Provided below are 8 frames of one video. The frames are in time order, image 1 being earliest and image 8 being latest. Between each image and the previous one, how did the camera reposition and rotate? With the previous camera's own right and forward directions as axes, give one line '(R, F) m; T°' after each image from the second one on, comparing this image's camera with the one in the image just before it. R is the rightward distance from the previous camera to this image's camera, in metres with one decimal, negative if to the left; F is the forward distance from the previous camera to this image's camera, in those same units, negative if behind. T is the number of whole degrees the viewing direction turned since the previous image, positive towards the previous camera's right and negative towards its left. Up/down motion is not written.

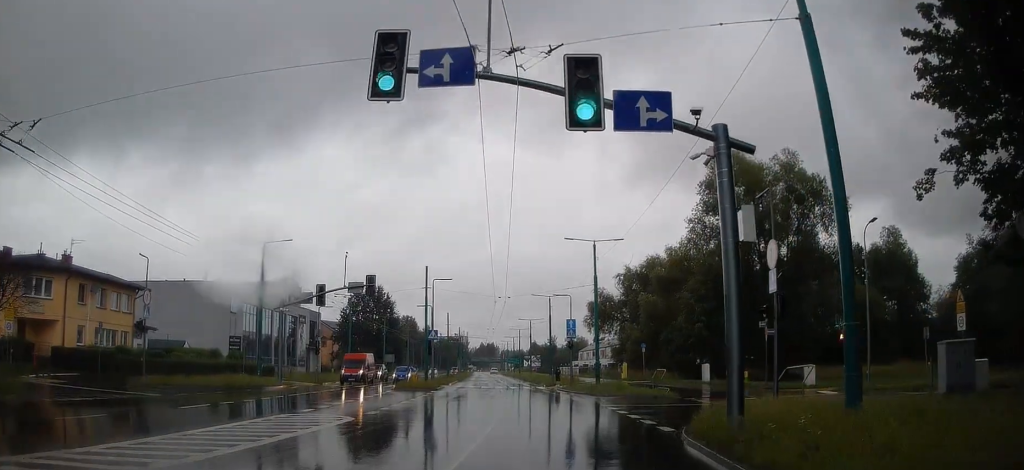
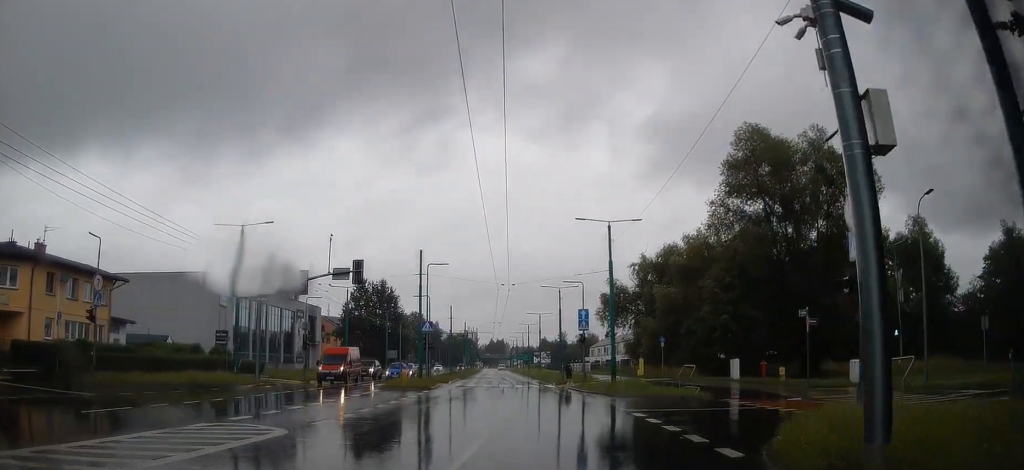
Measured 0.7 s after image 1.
(+0.2, +5.4) m; +1°
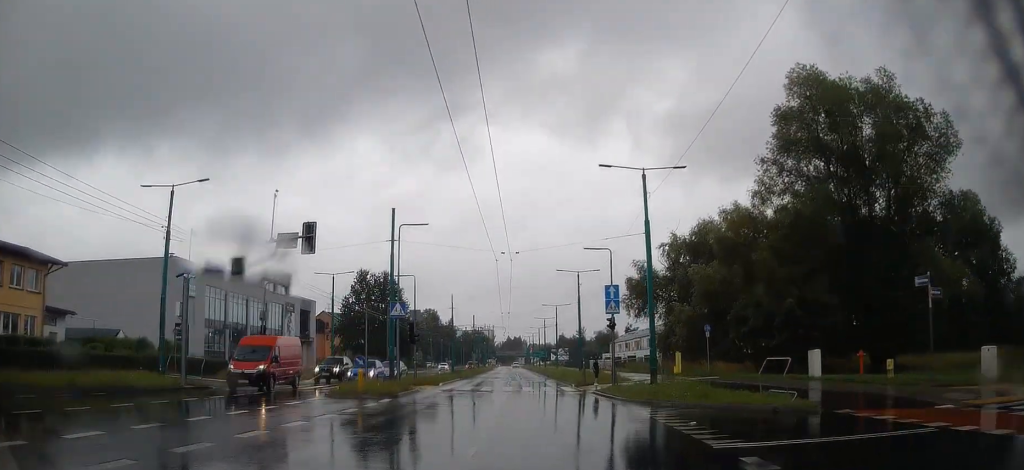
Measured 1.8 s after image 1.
(-0.1, +10.4) m; -1°
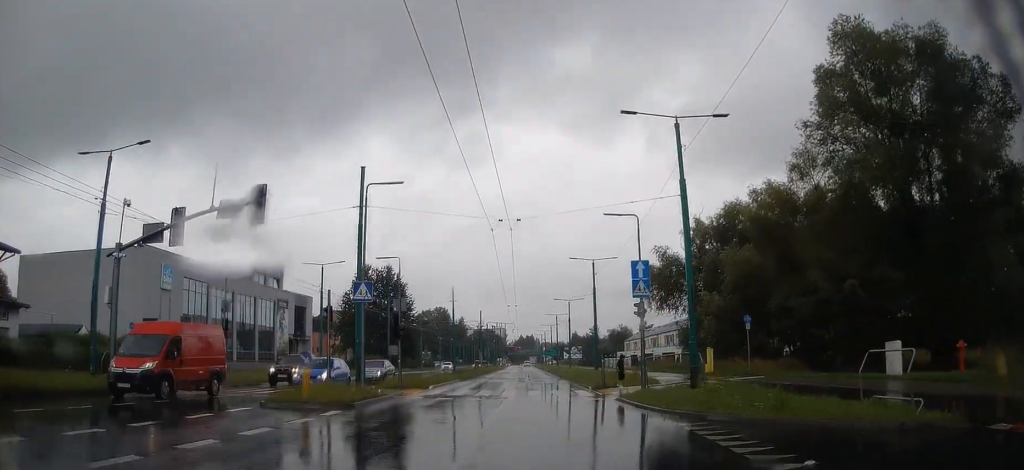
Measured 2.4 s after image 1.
(0.0, +6.6) m; -1°
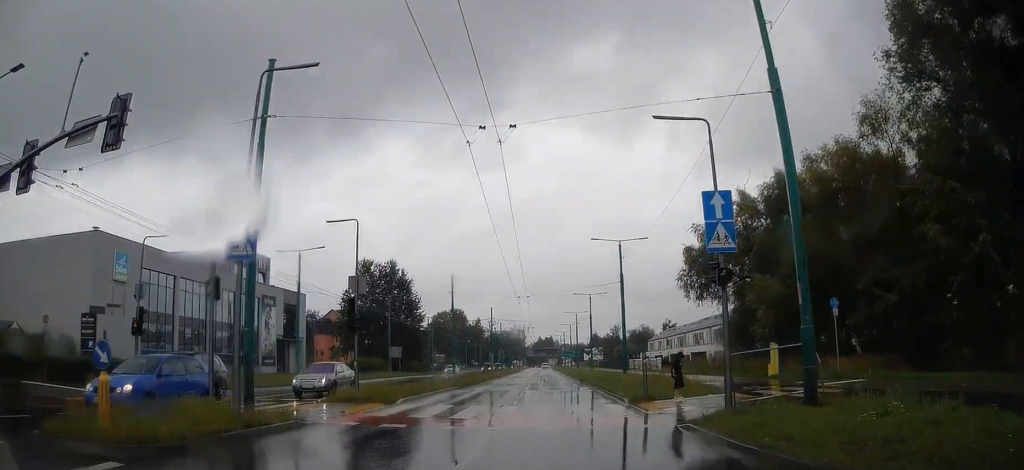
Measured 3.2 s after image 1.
(-0.1, +9.4) m; -1°
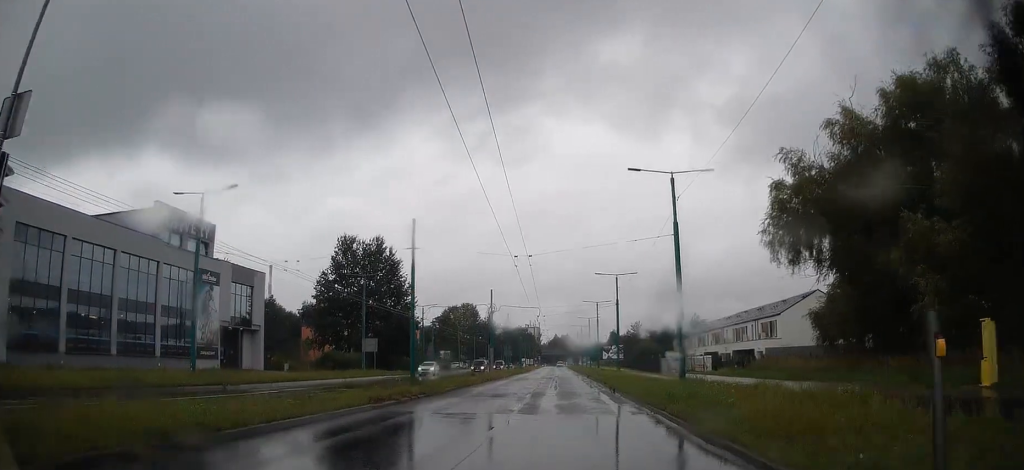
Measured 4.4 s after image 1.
(-0.1, +17.0) m; 0°
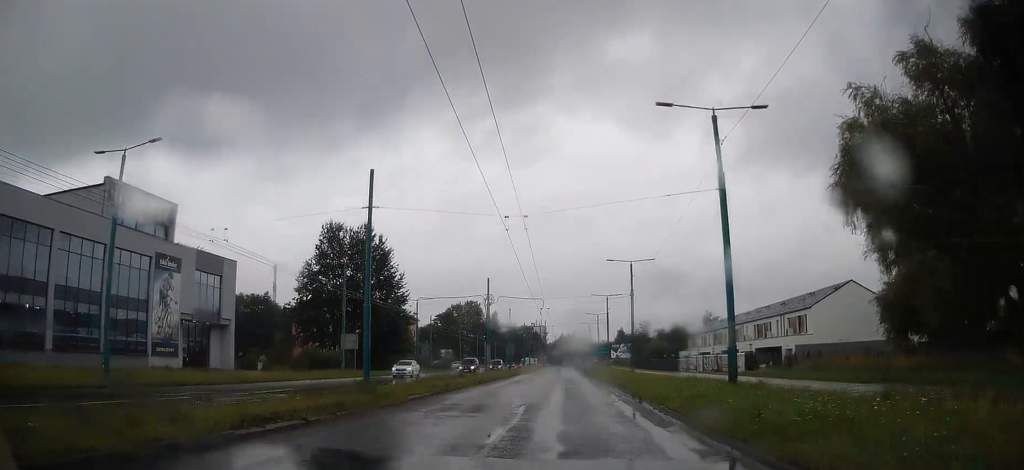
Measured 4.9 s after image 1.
(+0.2, +7.9) m; 0°
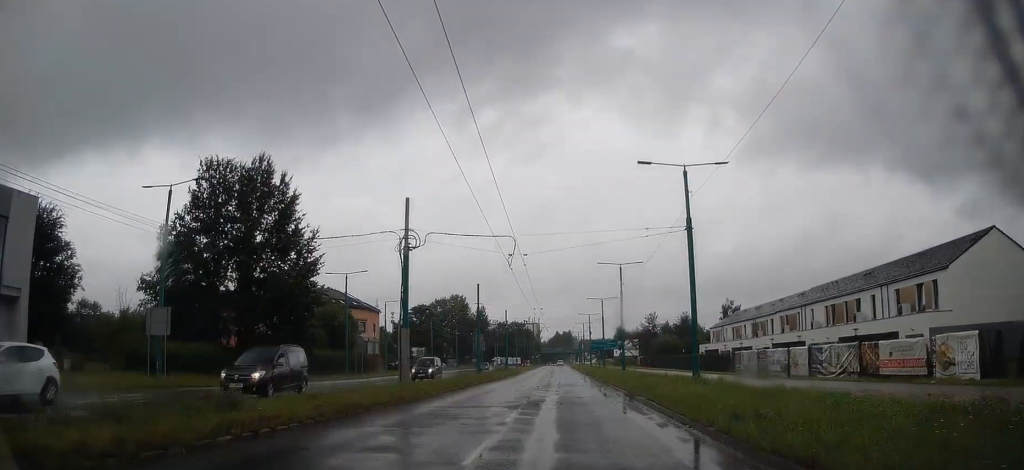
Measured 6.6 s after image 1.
(-0.1, +26.8) m; 0°
